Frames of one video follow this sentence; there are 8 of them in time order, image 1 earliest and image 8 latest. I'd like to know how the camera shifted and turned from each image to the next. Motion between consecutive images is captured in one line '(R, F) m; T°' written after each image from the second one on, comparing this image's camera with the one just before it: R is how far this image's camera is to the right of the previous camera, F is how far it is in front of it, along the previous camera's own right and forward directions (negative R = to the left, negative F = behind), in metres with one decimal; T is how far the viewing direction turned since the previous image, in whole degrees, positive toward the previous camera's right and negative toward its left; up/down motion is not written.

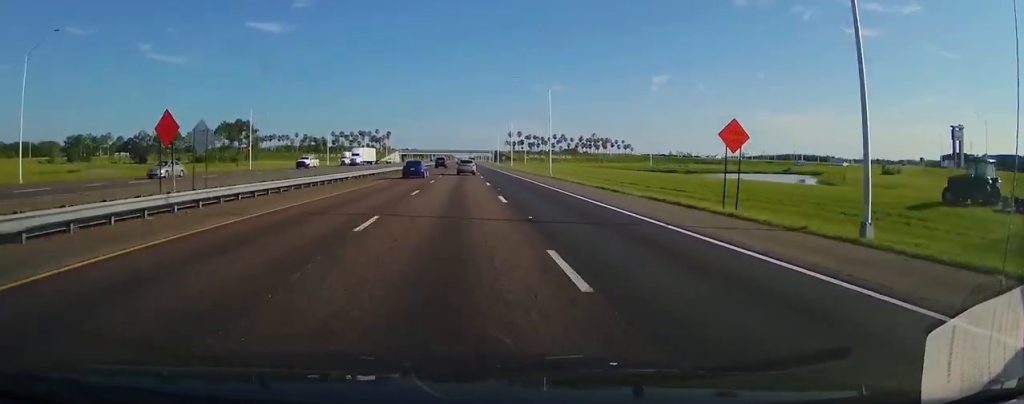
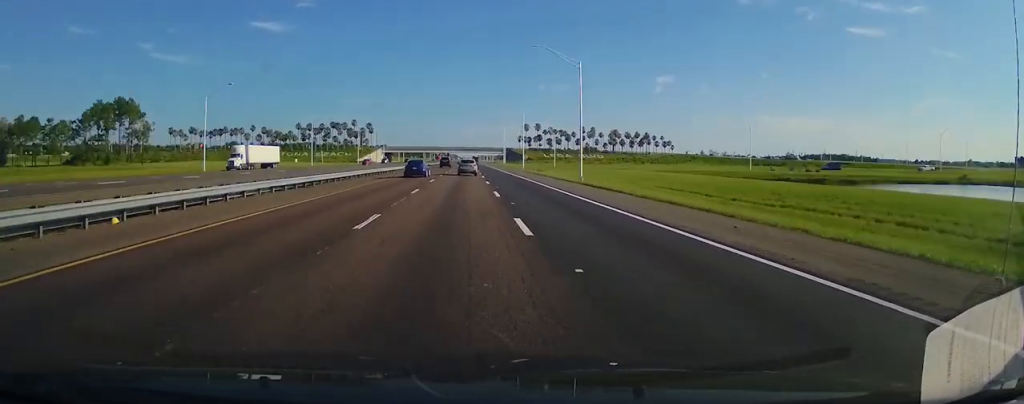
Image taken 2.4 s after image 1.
(0.0, +85.2) m; 0°
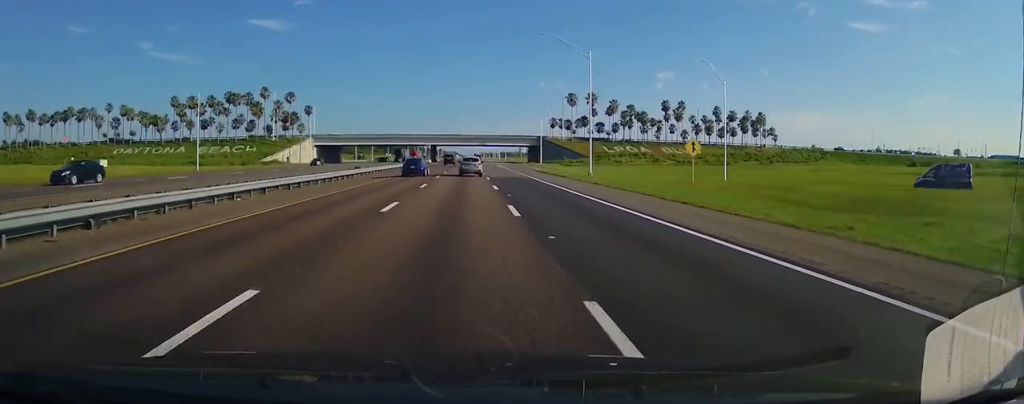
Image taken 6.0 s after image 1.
(-0.5, +127.6) m; 0°
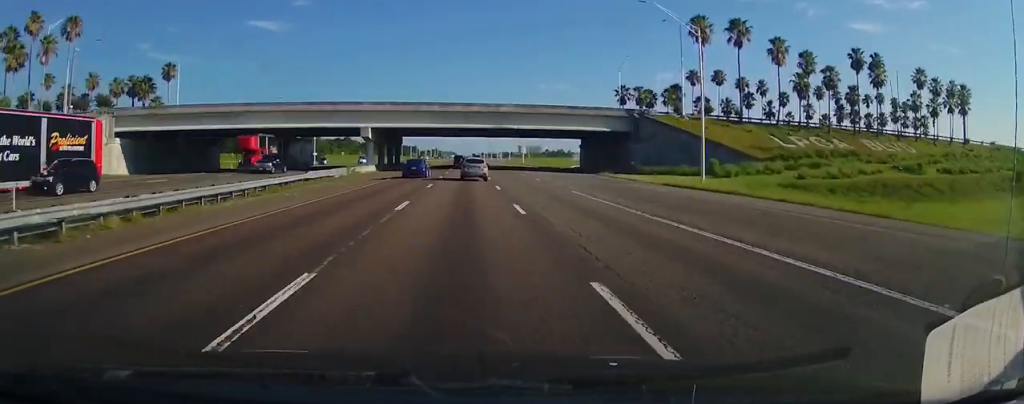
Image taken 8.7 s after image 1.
(+0.3, +93.6) m; 0°
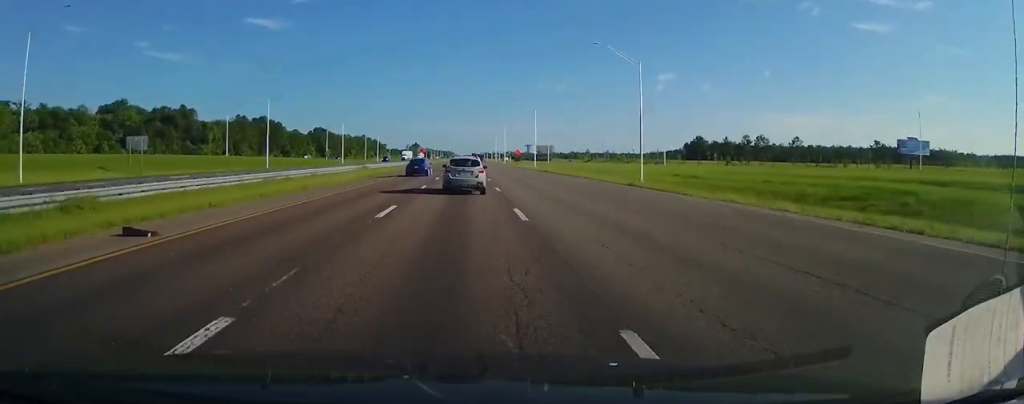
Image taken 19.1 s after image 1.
(+0.2, +353.6) m; 0°
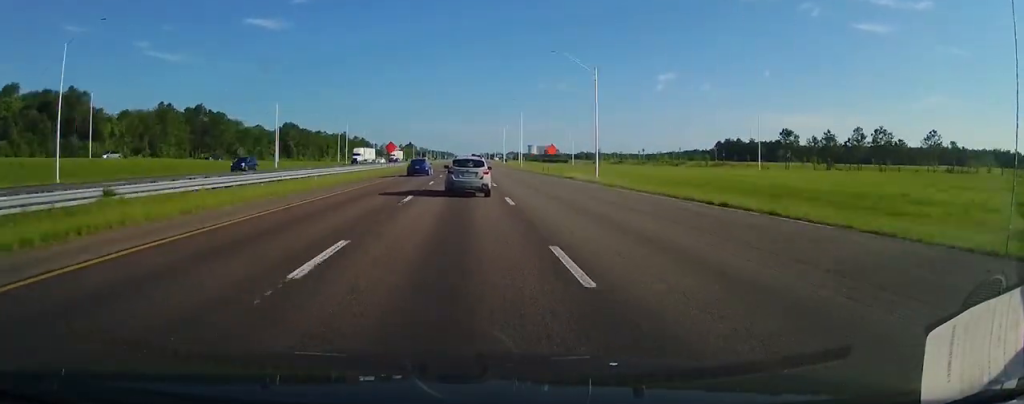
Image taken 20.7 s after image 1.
(0.0, +50.9) m; 0°
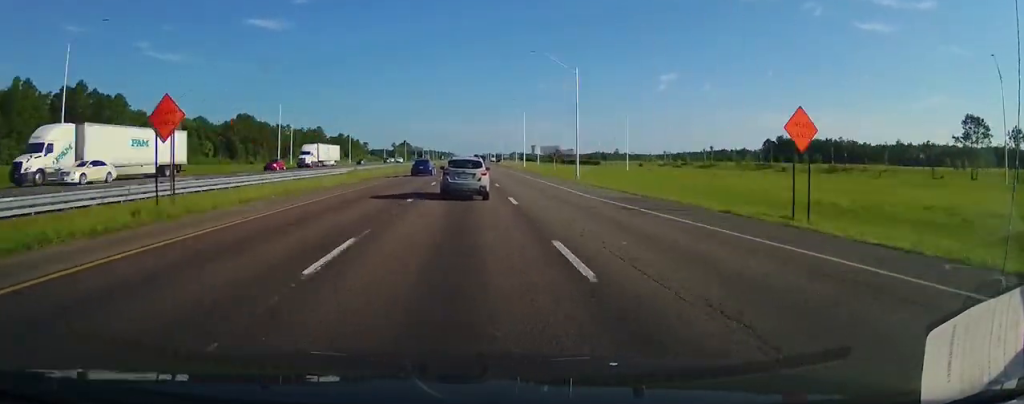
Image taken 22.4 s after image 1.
(+0.1, +55.3) m; 0°
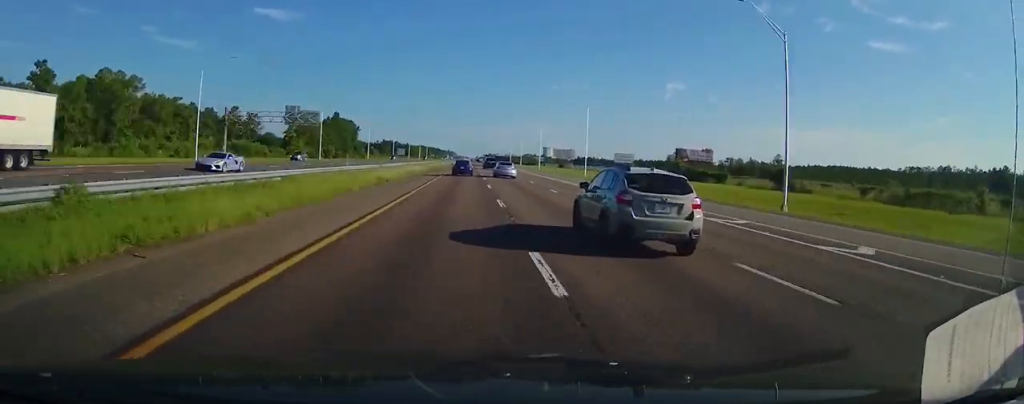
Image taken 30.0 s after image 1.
(-1.2, +215.2) m; 0°
